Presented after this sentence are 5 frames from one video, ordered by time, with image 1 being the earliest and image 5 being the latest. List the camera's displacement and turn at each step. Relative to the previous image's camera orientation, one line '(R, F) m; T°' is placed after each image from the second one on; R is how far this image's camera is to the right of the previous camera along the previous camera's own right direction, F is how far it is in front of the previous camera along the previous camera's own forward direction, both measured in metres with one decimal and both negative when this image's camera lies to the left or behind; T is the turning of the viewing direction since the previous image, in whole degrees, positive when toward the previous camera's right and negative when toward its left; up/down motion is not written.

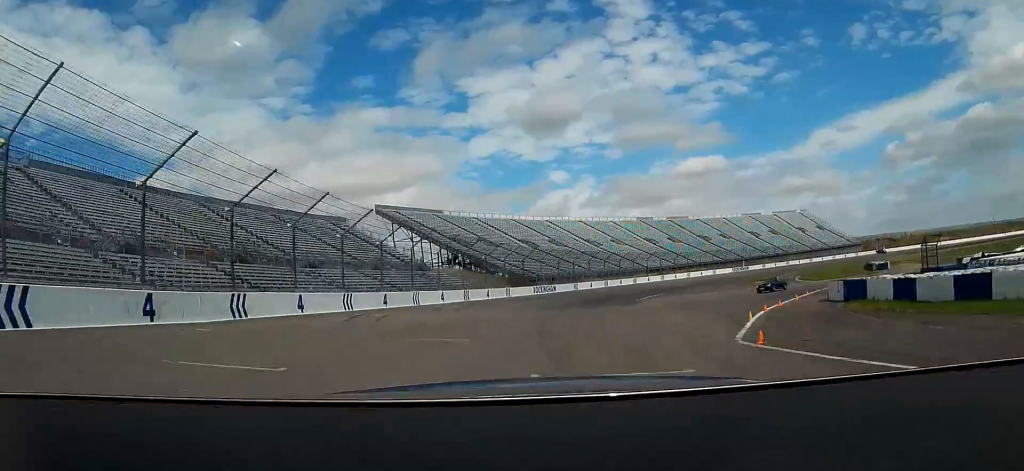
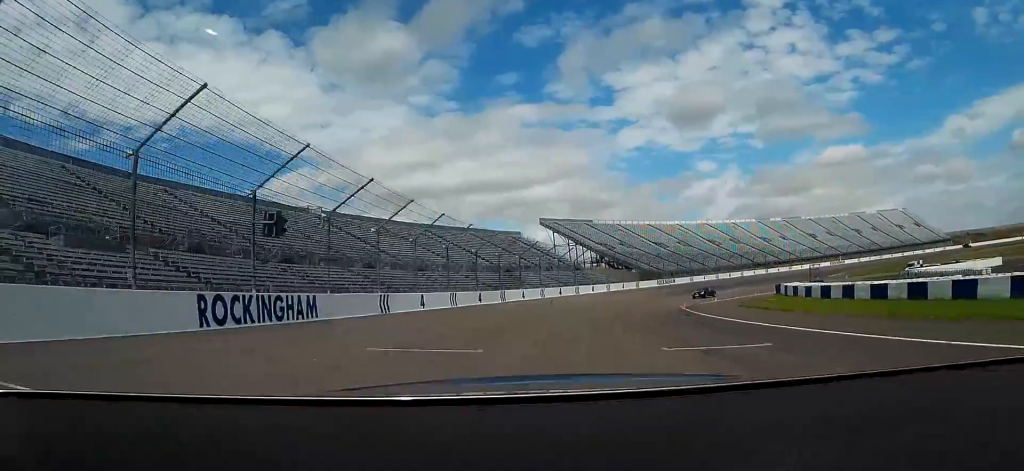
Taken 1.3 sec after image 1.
(-5.2, +37.9) m; -12°
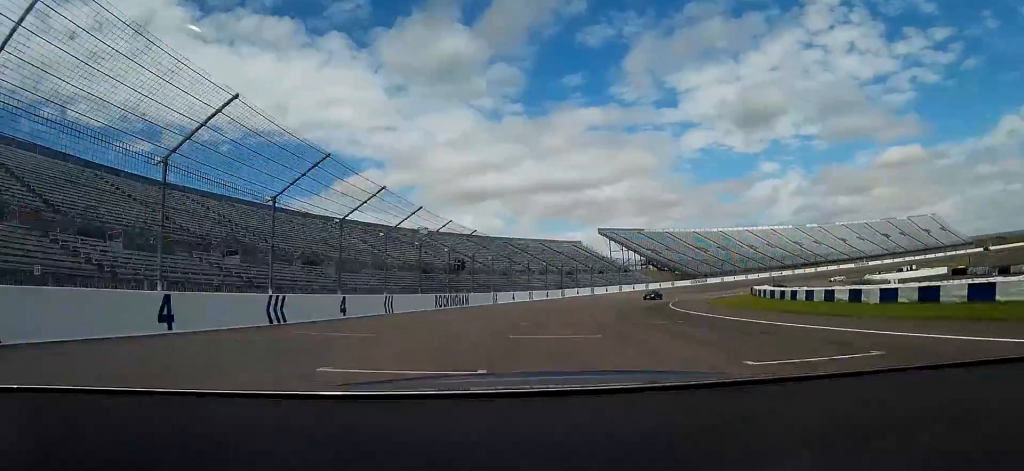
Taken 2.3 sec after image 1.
(-1.6, +30.1) m; -5°
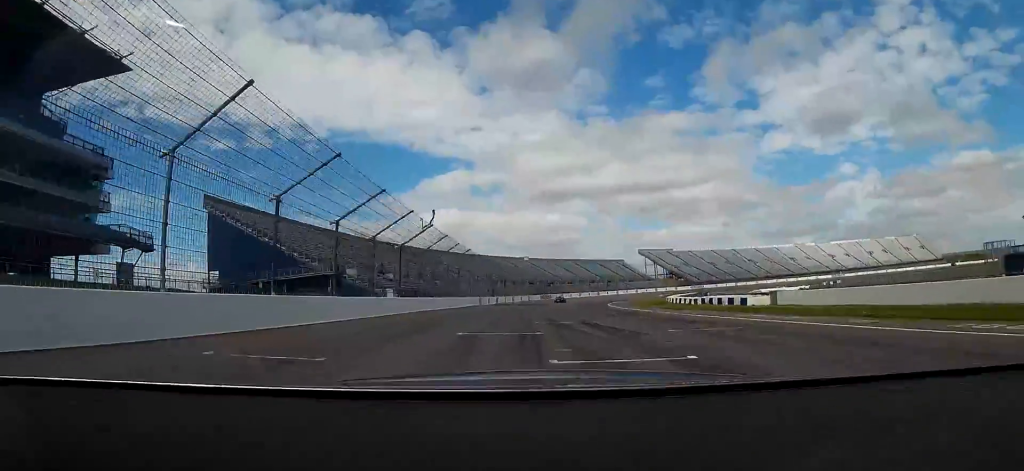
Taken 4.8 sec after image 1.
(-6.7, +95.6) m; -6°
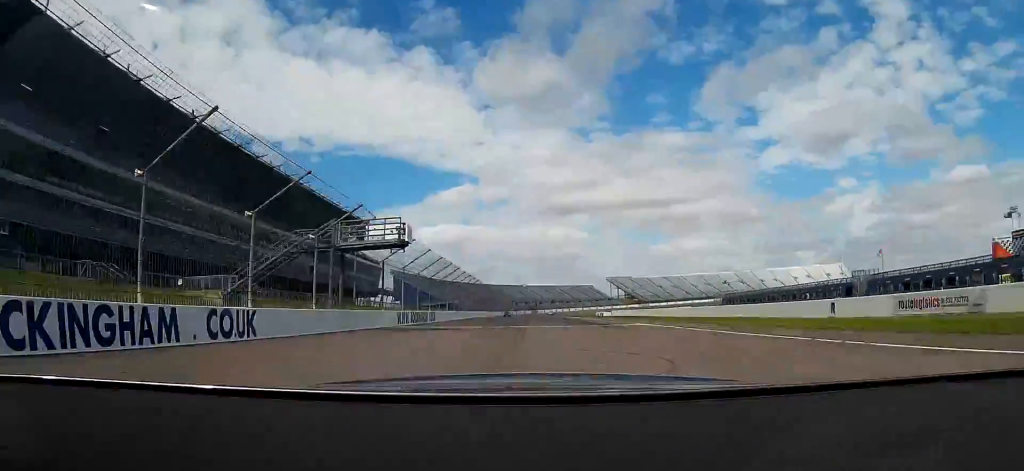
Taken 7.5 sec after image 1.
(-1.5, +115.2) m; -1°
